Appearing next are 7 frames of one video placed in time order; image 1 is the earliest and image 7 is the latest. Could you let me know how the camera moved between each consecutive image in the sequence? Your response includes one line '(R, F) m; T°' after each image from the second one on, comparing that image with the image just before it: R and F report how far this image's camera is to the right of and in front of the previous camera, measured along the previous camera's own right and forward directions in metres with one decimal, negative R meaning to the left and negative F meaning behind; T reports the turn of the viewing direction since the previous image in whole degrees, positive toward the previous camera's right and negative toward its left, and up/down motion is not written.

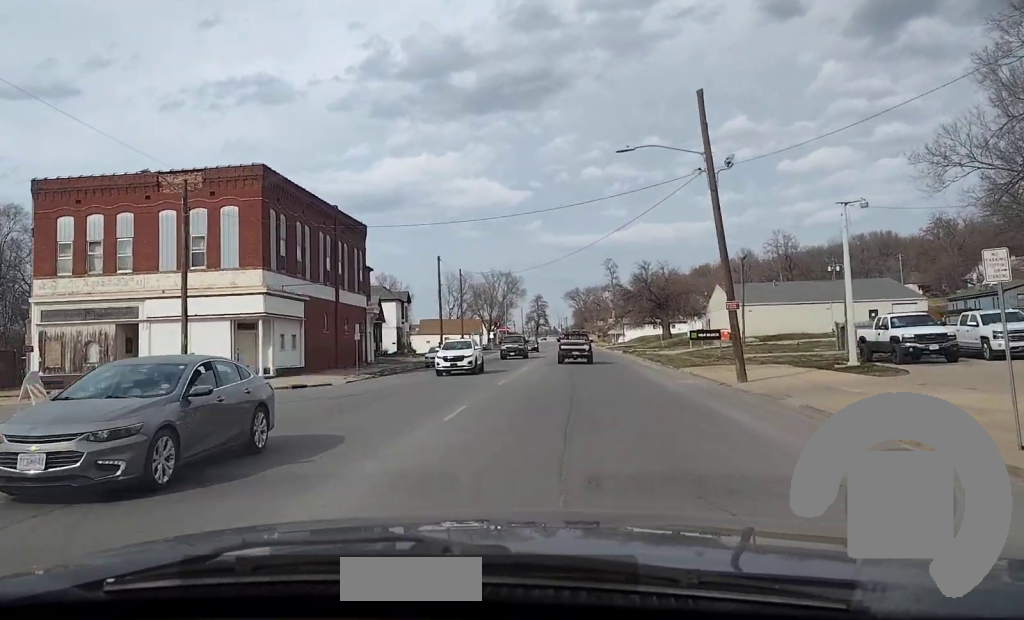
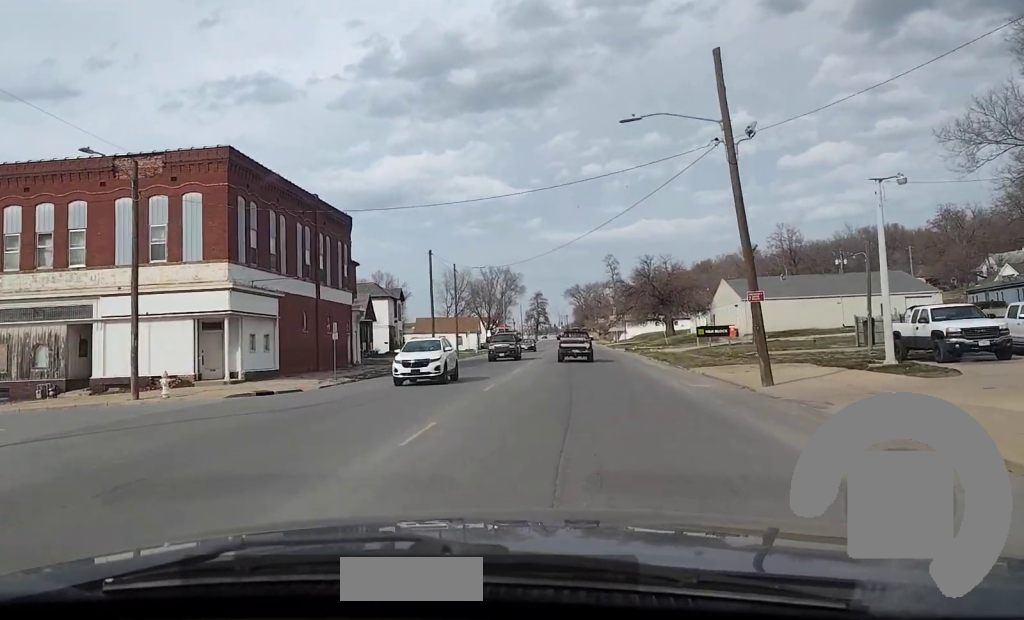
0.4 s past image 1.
(0.0, +4.4) m; 0°
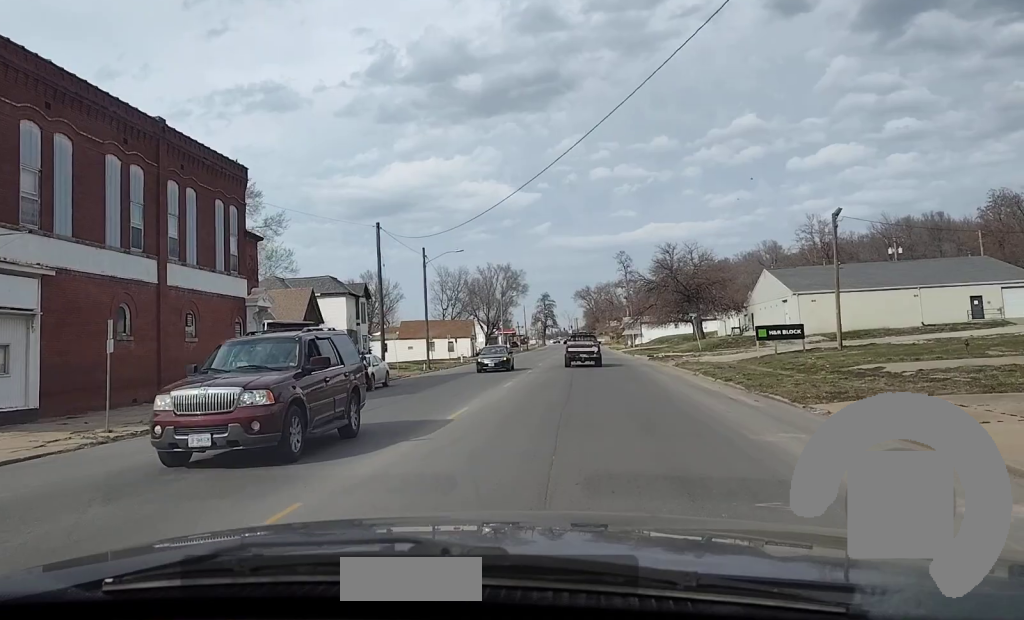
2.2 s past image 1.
(-0.1, +19.8) m; 0°
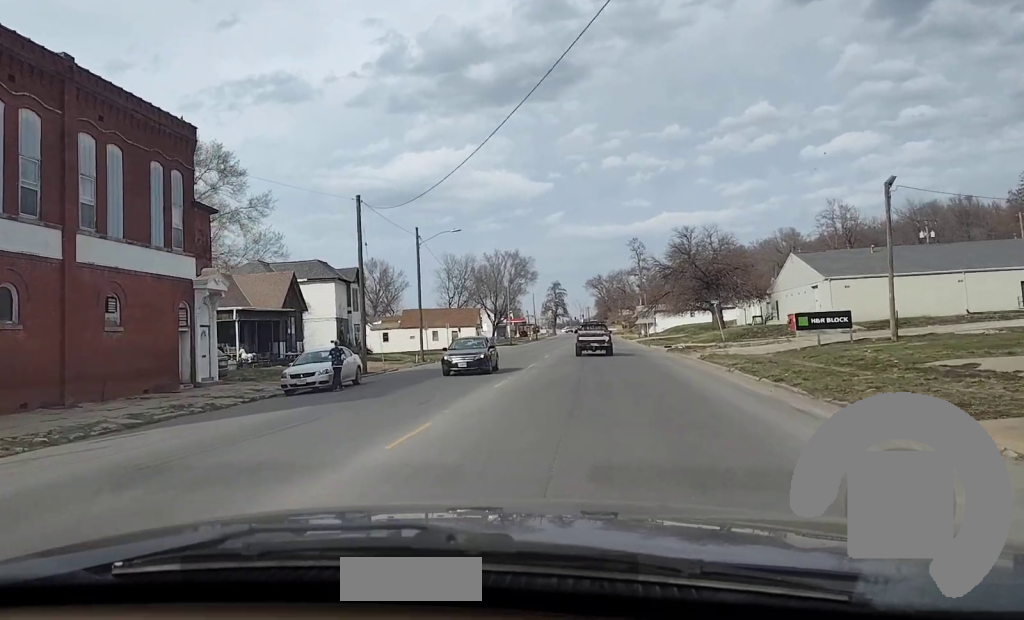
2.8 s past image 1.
(0.0, +6.6) m; 0°
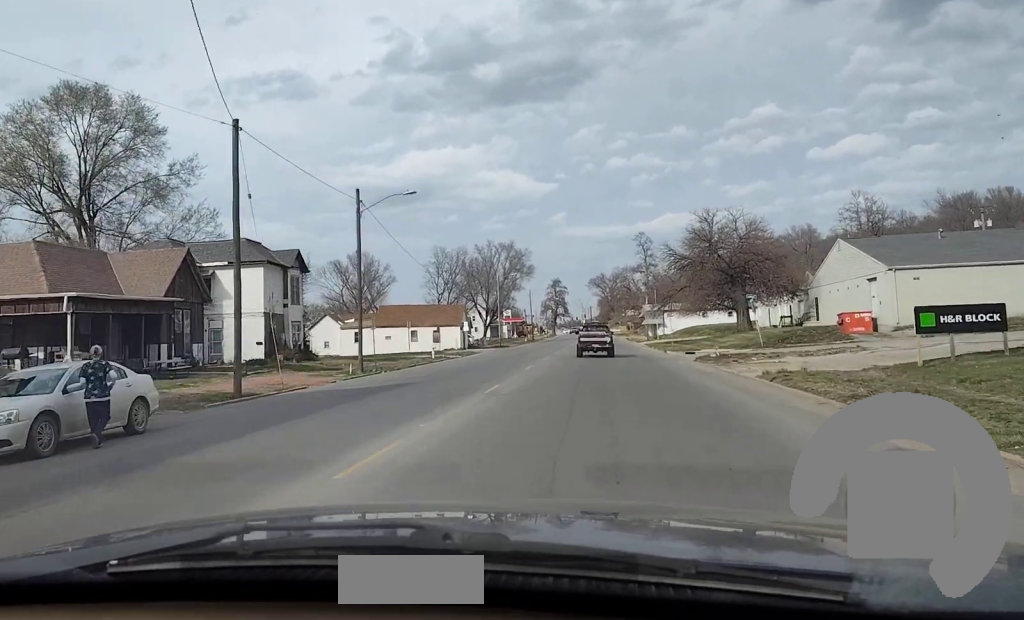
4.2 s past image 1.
(0.0, +14.6) m; 0°
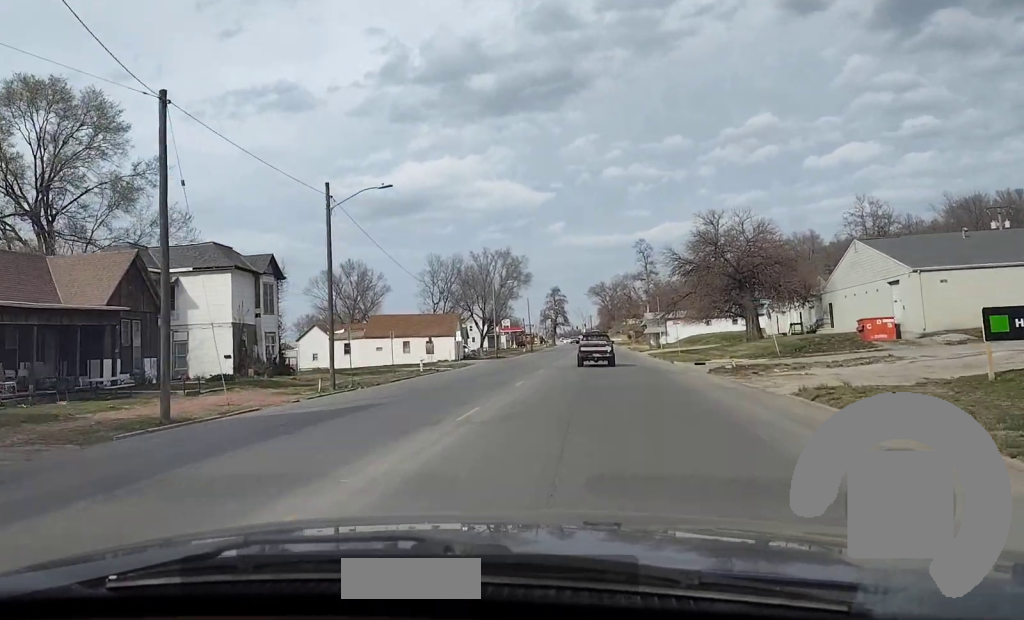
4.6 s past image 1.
(0.0, +4.7) m; 0°
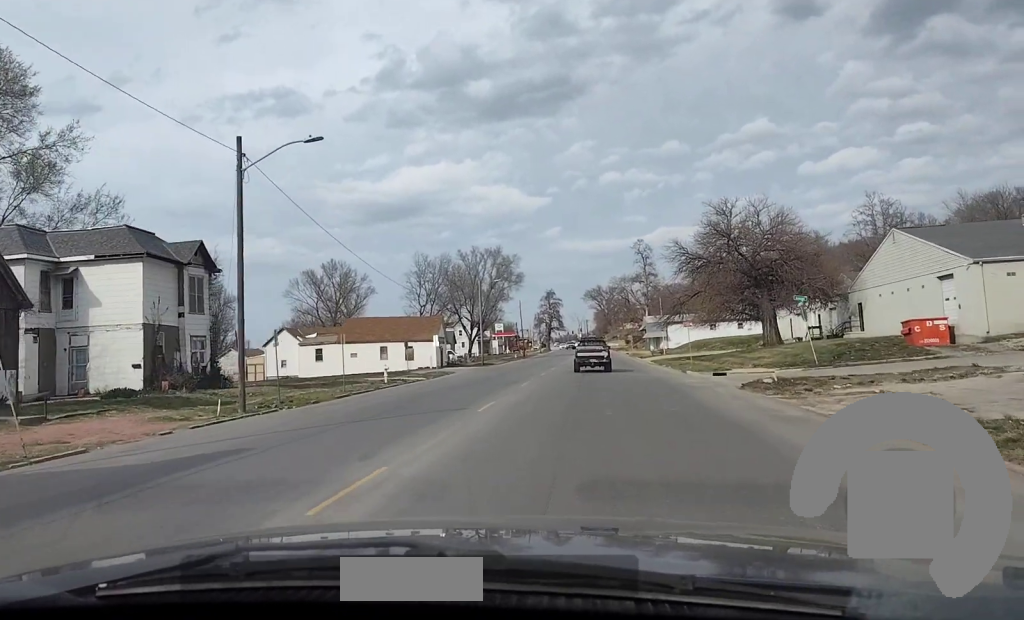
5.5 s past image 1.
(0.0, +9.9) m; -1°
